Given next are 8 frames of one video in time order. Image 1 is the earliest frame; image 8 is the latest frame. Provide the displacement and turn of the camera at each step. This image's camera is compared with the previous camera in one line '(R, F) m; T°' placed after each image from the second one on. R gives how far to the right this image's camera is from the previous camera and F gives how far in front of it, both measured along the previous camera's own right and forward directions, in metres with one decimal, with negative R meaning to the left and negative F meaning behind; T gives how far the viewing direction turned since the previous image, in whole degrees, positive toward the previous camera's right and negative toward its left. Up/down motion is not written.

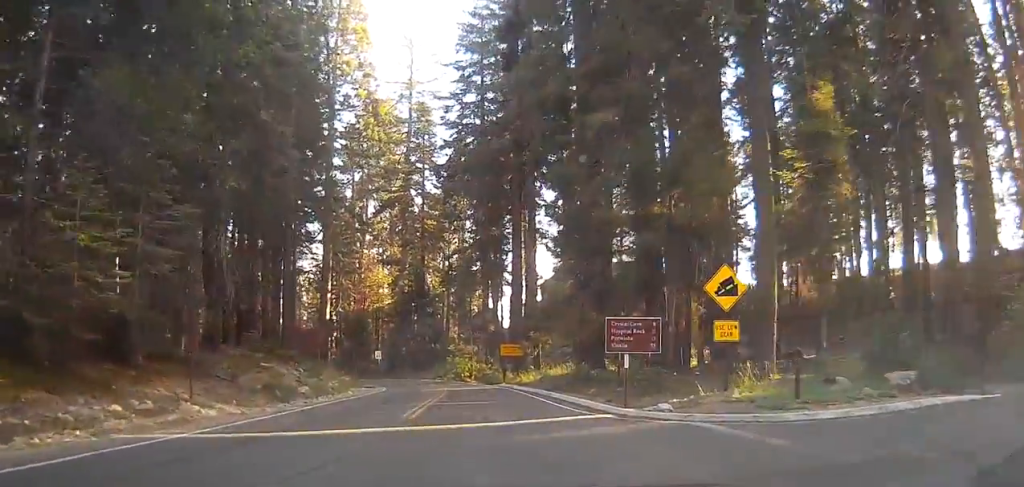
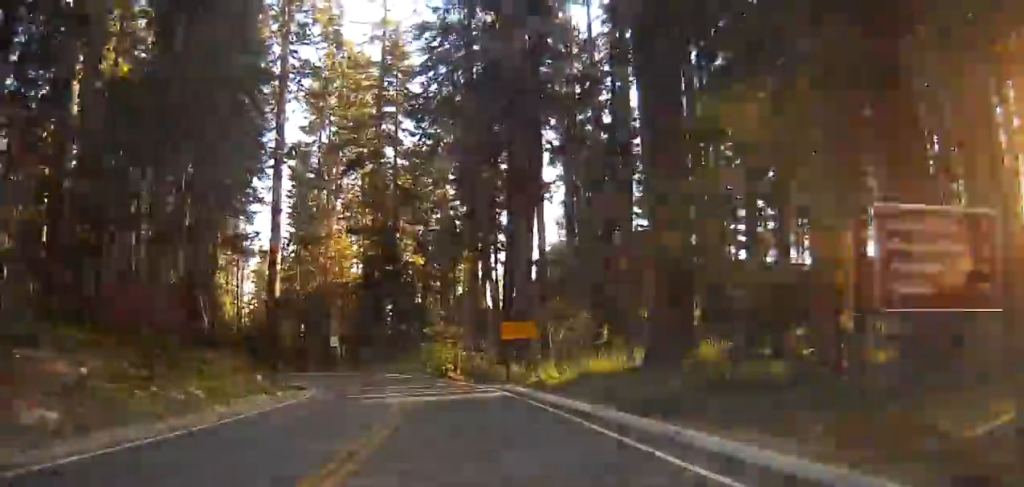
(-0.1, +17.2) m; -1°
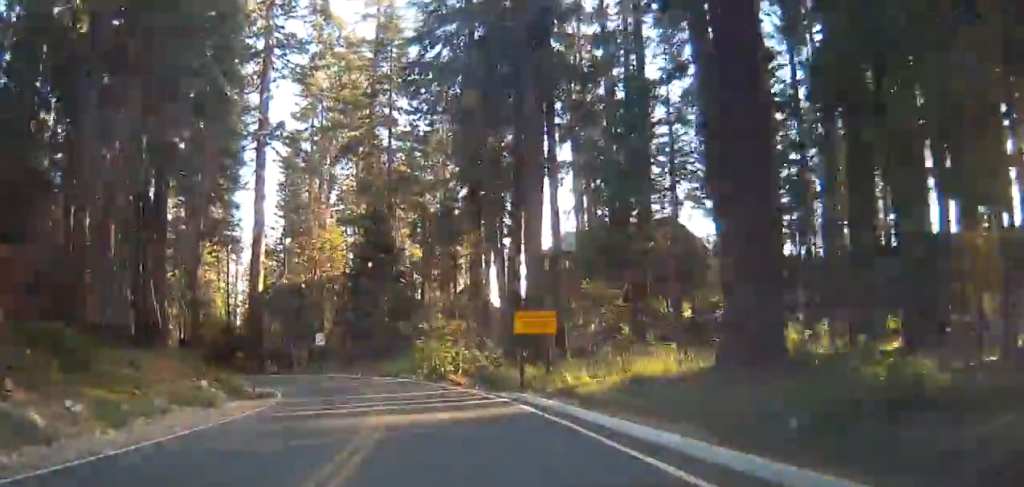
(0.0, +6.1) m; -1°
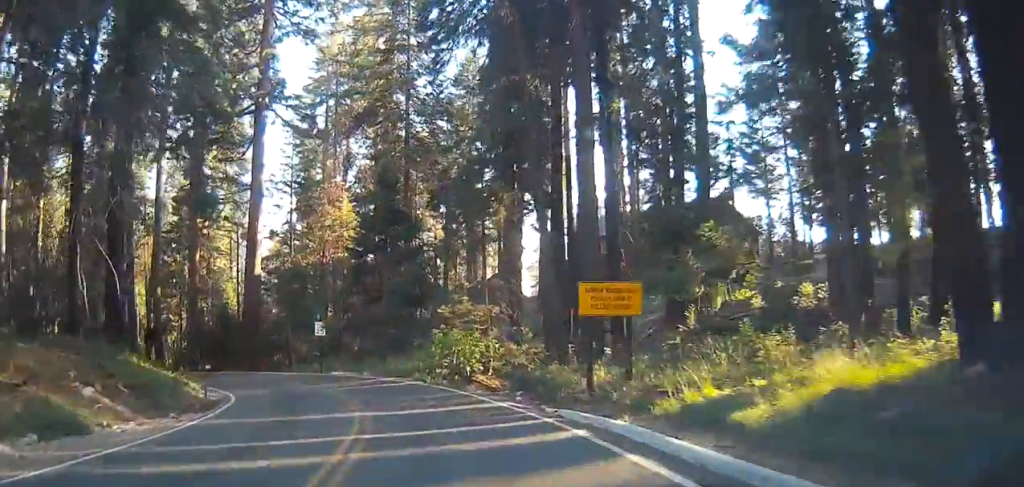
(-0.1, +8.1) m; -2°
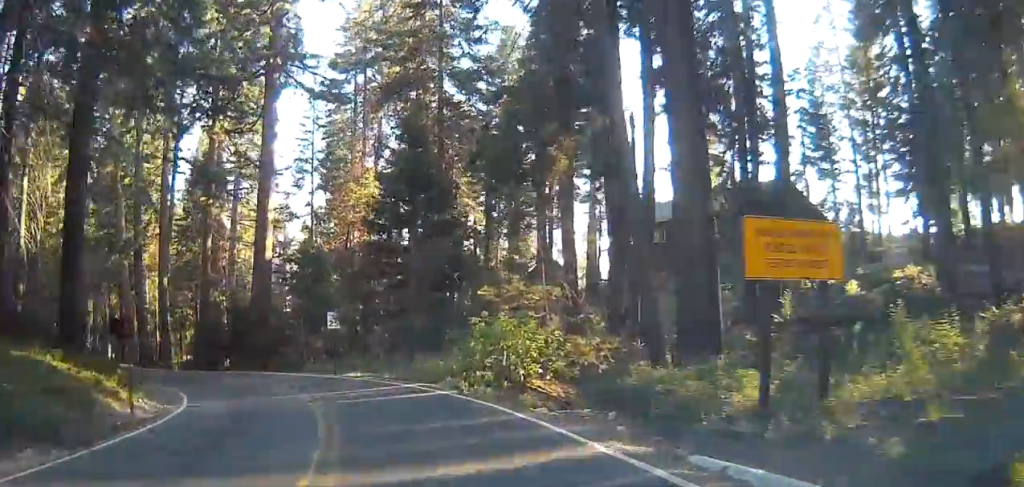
(-0.1, +7.4) m; -2°
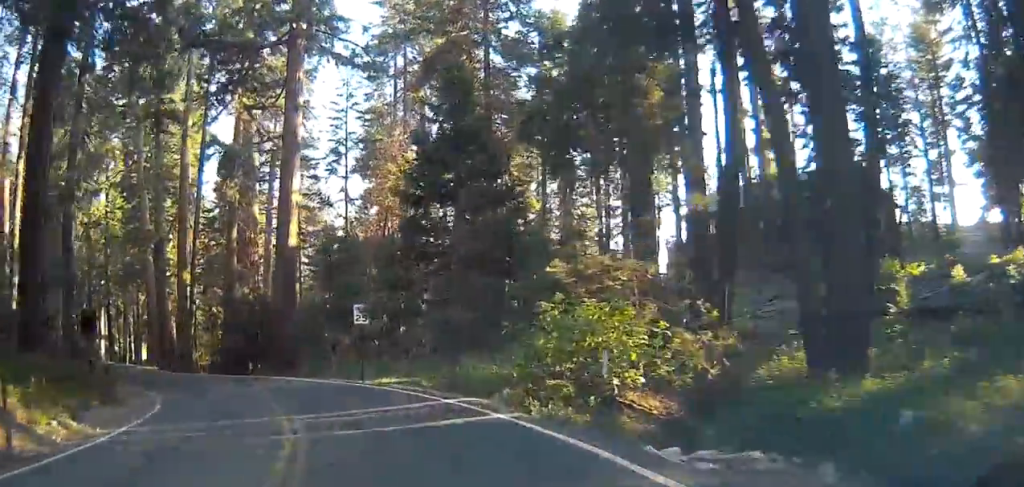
(-0.2, +6.2) m; -4°
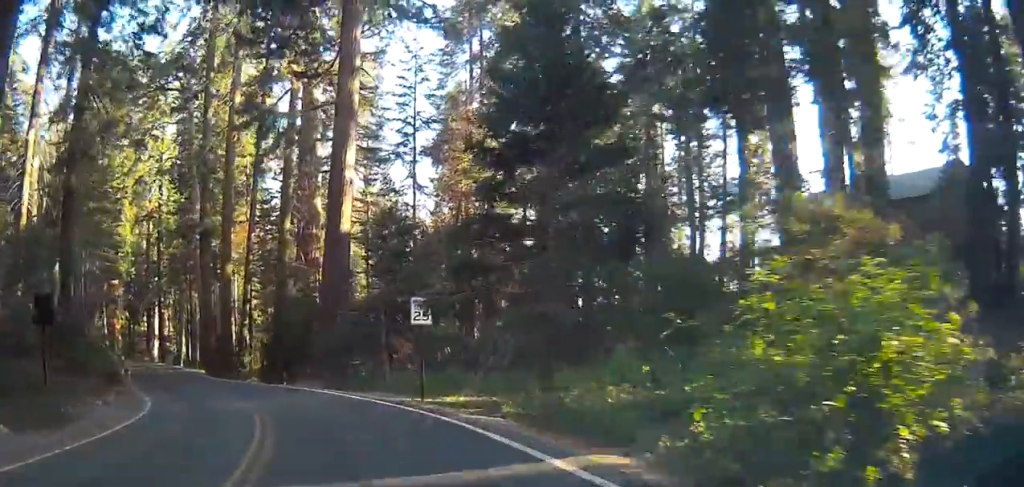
(+0.2, +7.4) m; -6°
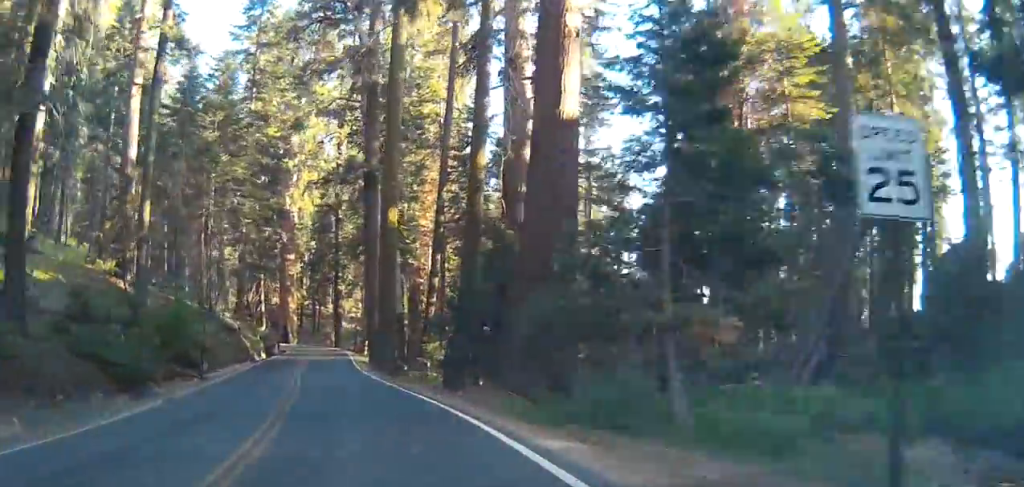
(-3.3, +17.3) m; -18°
